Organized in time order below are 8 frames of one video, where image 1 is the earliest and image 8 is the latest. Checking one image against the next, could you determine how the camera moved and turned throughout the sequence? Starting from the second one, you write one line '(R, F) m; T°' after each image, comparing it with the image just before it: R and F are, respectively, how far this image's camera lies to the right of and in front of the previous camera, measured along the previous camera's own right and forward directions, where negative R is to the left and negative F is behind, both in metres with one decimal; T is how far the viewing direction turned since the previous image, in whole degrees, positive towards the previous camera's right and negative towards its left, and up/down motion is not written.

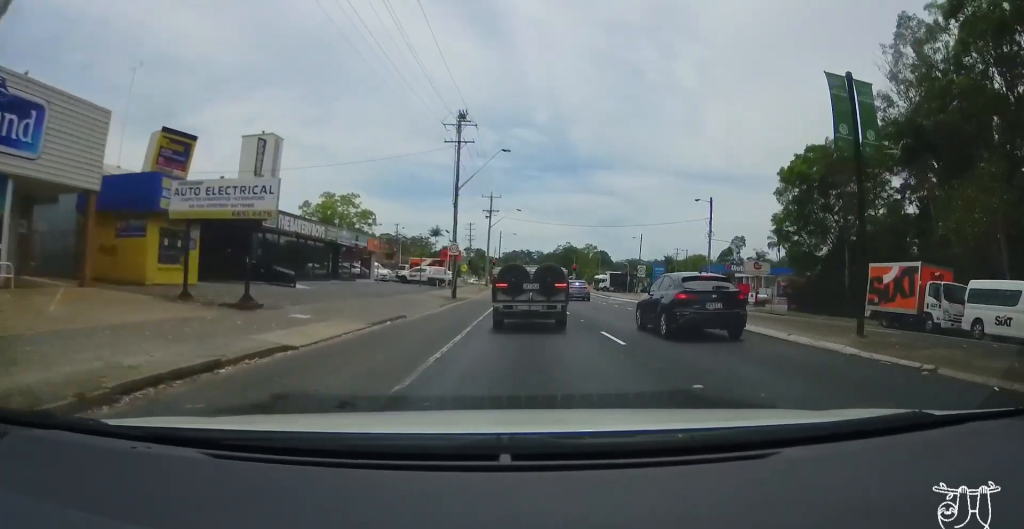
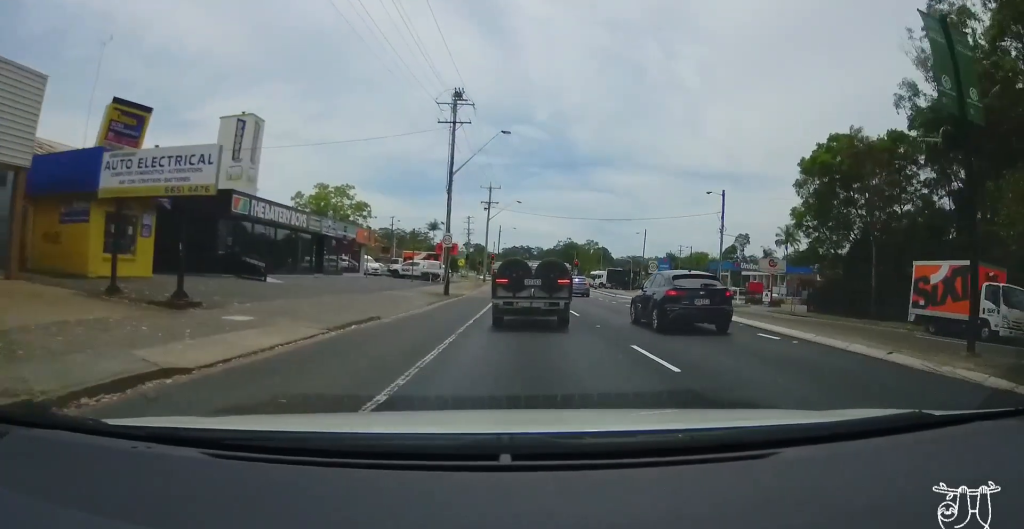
(+0.3, +3.7) m; 0°
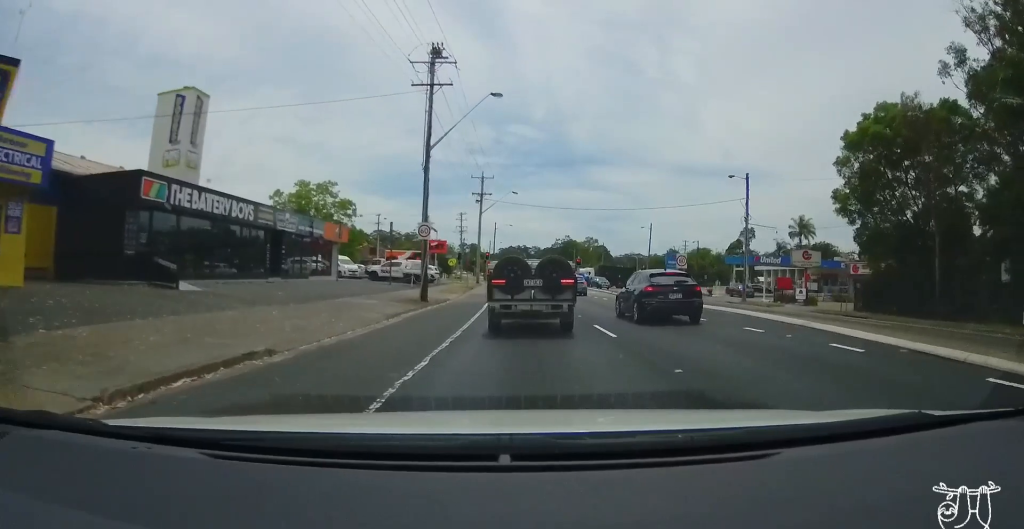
(-0.2, +7.7) m; -2°
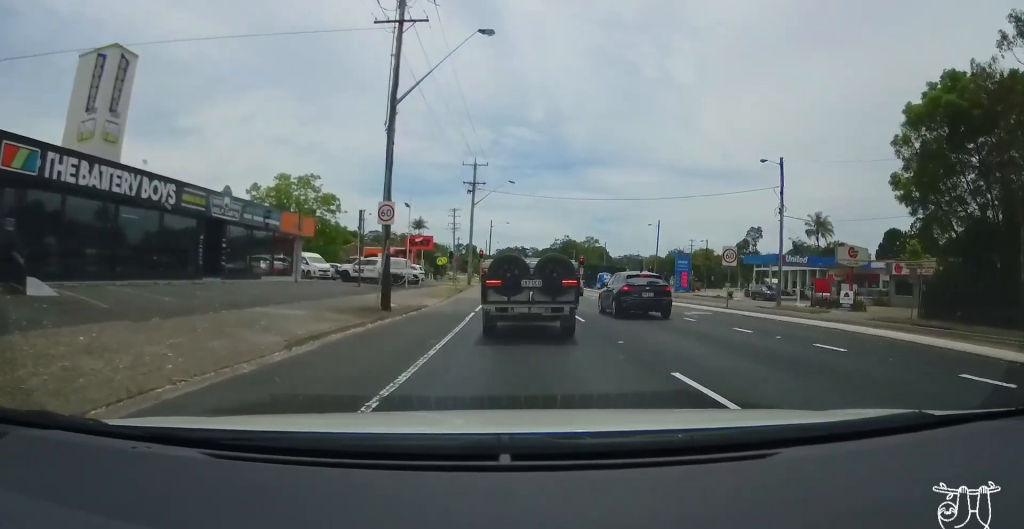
(-0.2, +8.4) m; -3°
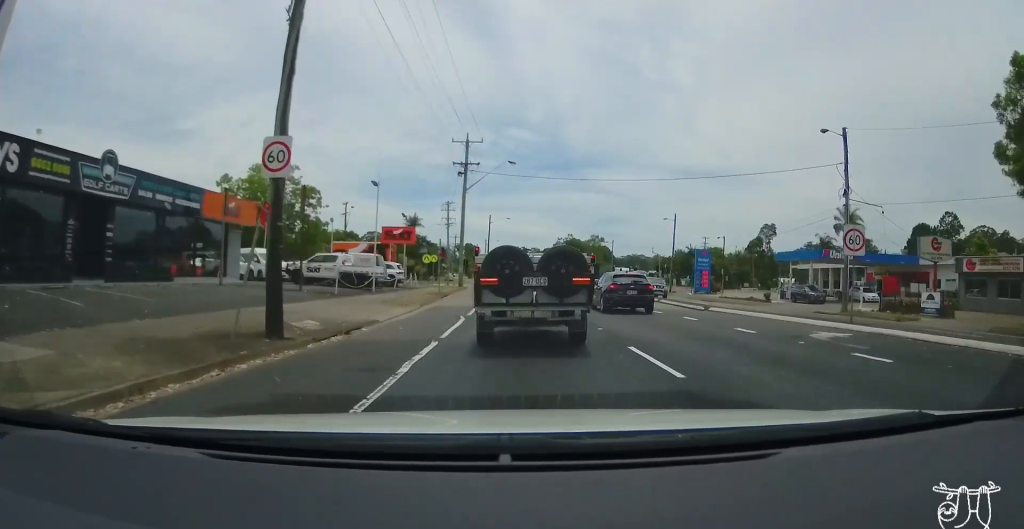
(0.0, +9.4) m; +4°
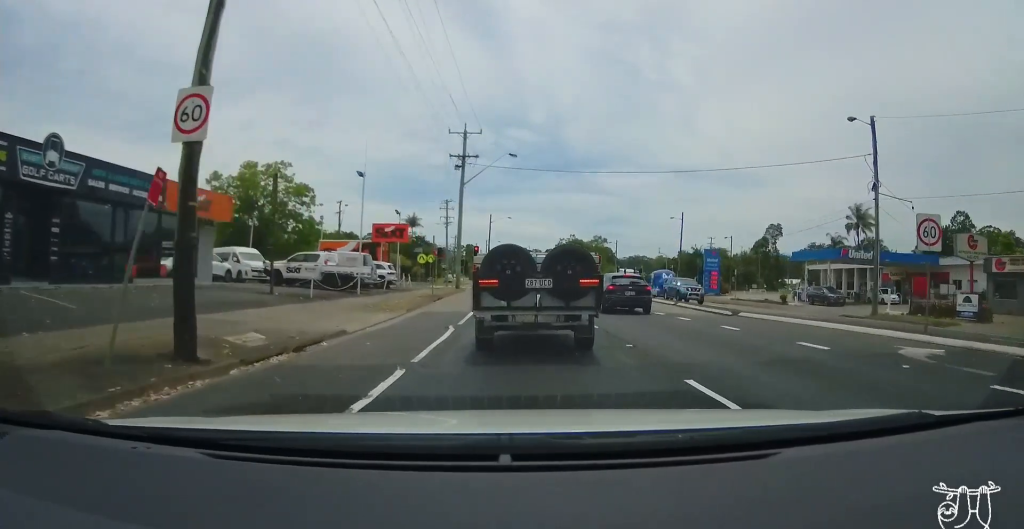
(+0.5, +3.1) m; +1°
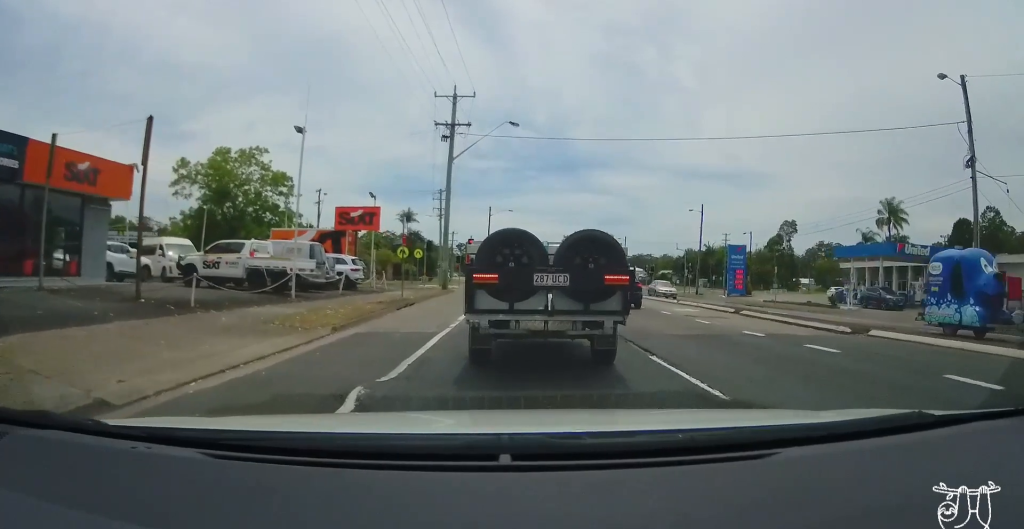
(-0.4, +8.4) m; -3°
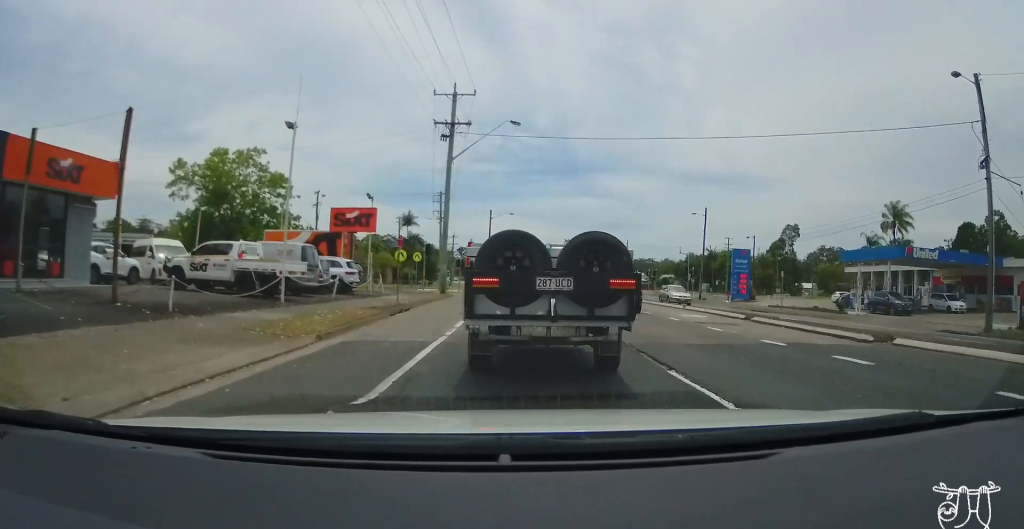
(-0.1, +1.1) m; -3°
